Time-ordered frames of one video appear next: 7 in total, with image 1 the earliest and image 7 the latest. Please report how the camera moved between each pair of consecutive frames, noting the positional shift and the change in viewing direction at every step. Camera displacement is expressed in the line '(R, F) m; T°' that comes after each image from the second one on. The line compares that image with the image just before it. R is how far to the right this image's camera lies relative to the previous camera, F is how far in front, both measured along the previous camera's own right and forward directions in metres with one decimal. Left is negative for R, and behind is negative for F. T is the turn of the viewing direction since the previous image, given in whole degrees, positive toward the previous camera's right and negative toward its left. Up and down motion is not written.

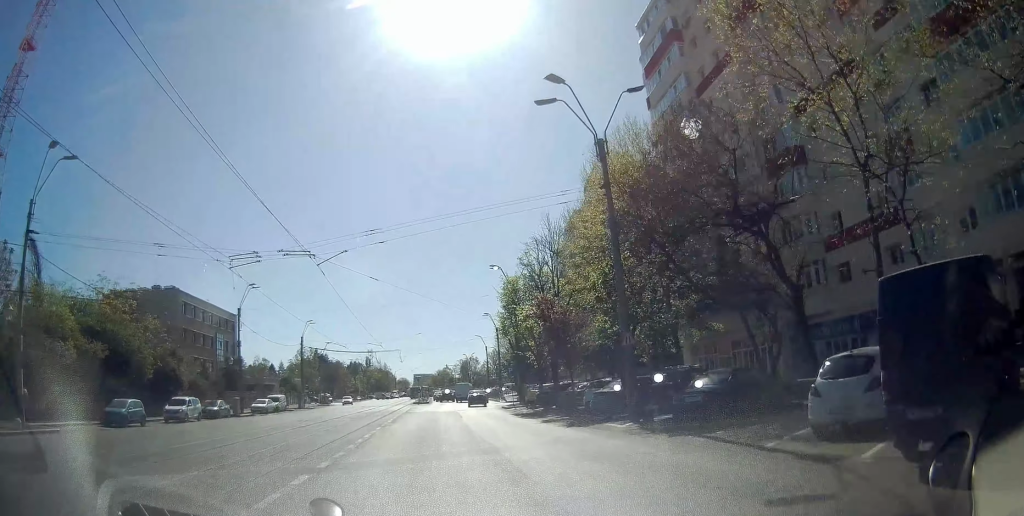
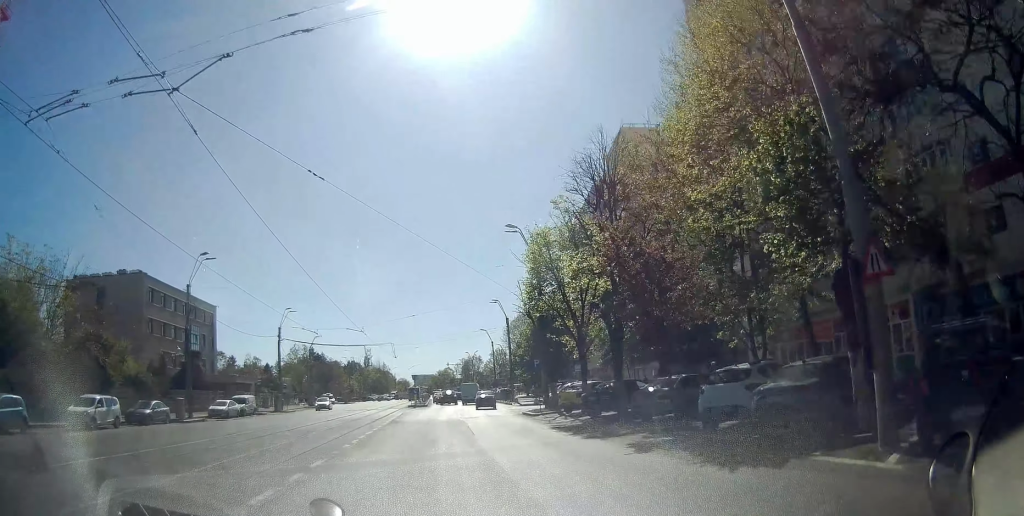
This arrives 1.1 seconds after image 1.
(+0.1, +11.8) m; +1°
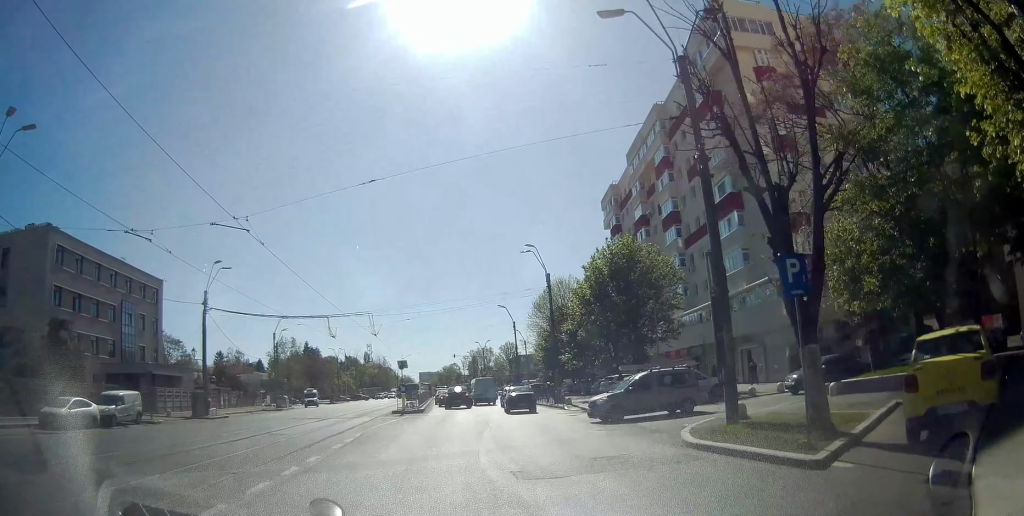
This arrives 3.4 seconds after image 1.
(+0.2, +24.3) m; 0°
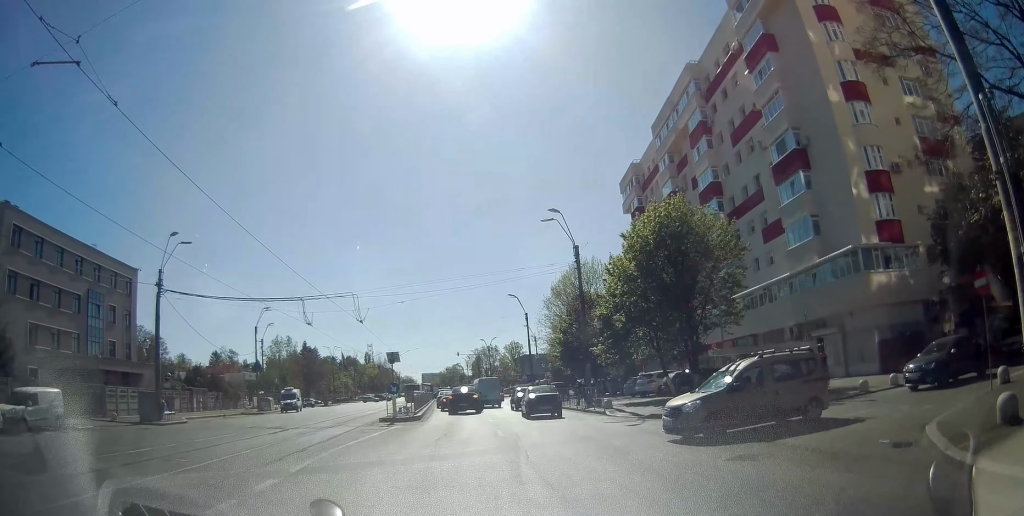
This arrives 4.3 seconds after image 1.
(-0.1, +9.0) m; 0°
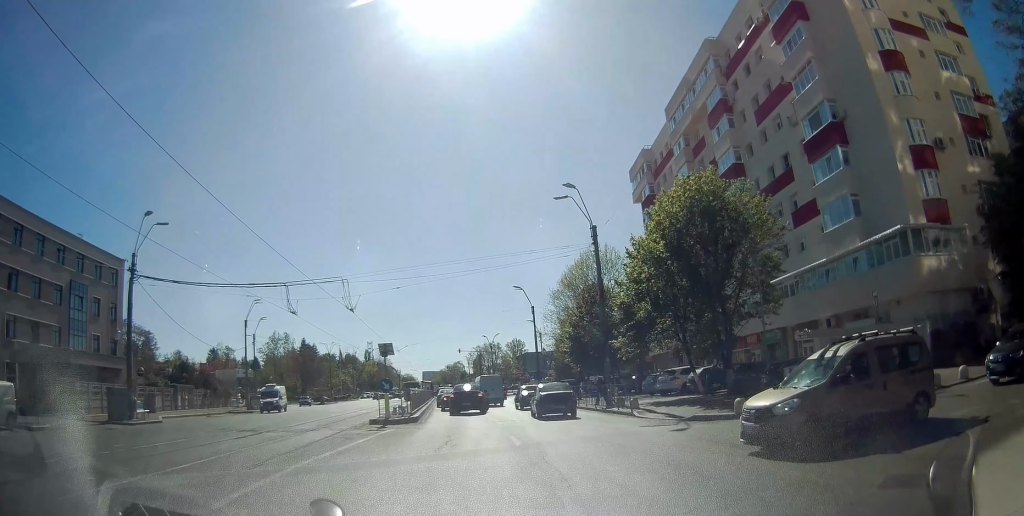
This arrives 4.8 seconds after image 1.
(0.0, +4.3) m; 0°
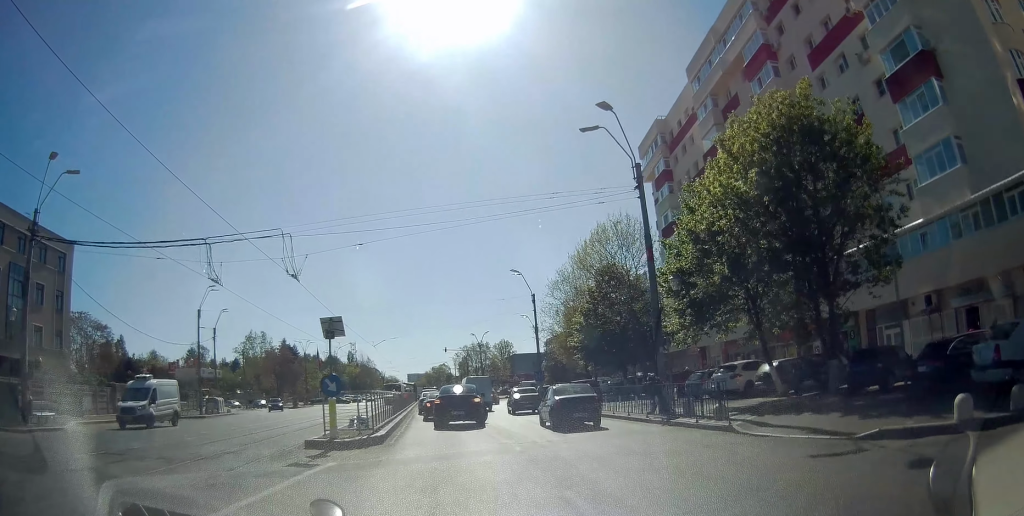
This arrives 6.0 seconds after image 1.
(0.0, +10.4) m; +2°
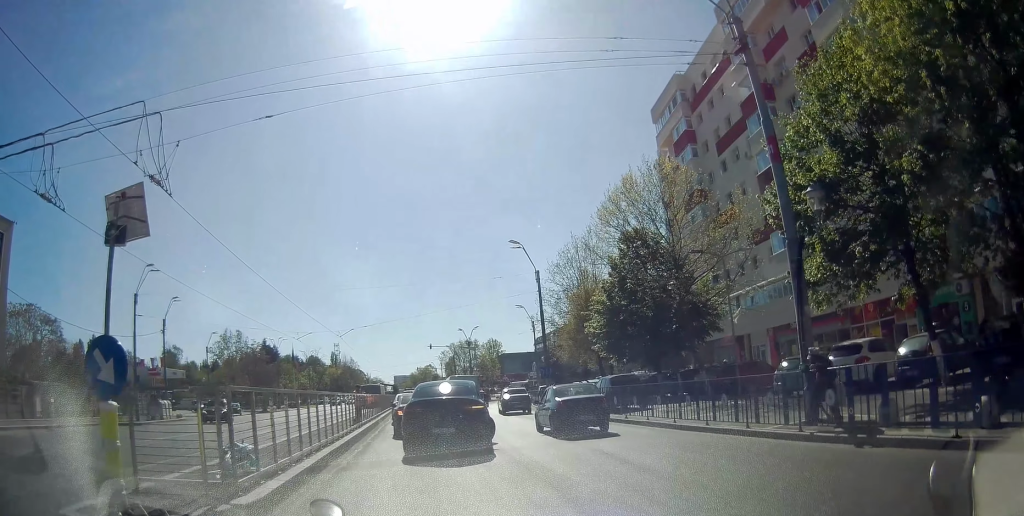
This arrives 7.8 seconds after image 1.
(-0.3, +11.4) m; -2°
